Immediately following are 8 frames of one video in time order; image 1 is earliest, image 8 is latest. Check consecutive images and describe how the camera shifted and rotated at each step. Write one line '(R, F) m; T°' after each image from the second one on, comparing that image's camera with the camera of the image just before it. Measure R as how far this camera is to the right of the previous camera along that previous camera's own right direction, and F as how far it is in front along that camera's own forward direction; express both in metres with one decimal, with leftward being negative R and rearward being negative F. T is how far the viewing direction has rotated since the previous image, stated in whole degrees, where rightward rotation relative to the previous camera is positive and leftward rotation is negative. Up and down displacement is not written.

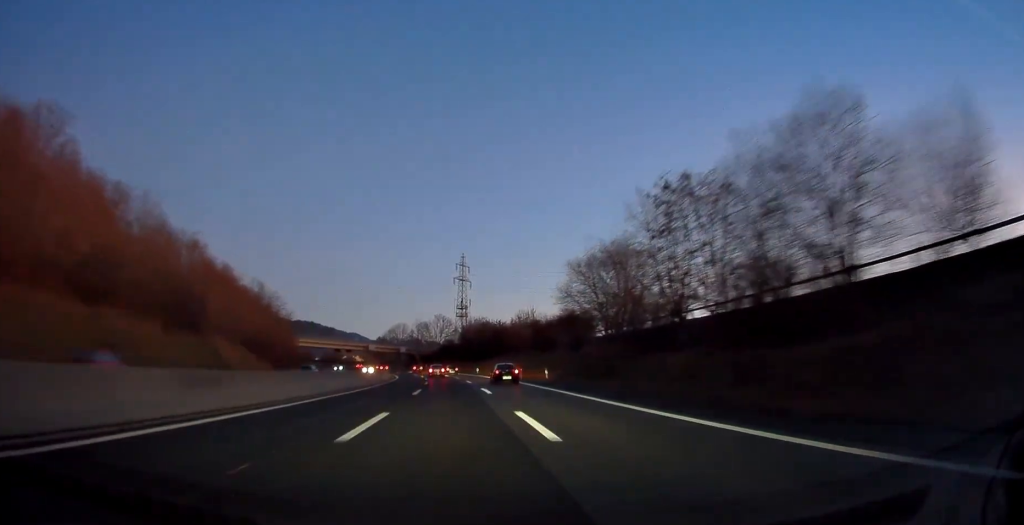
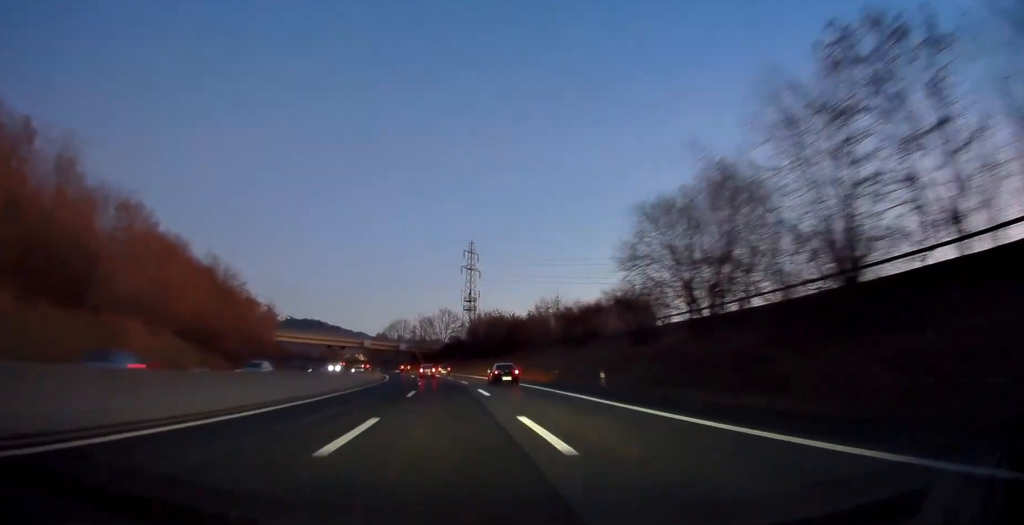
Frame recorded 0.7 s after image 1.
(0.0, +19.2) m; 0°
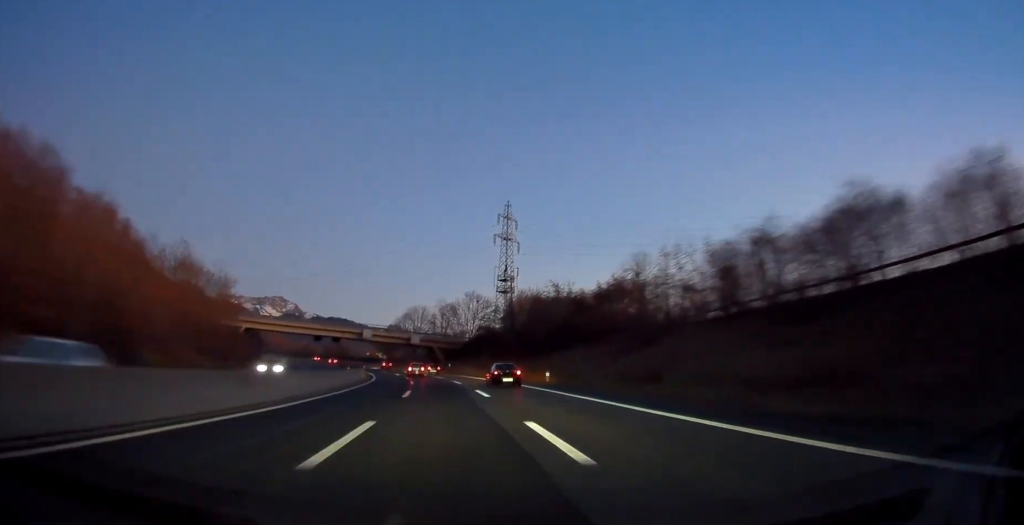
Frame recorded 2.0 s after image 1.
(0.0, +37.0) m; -1°
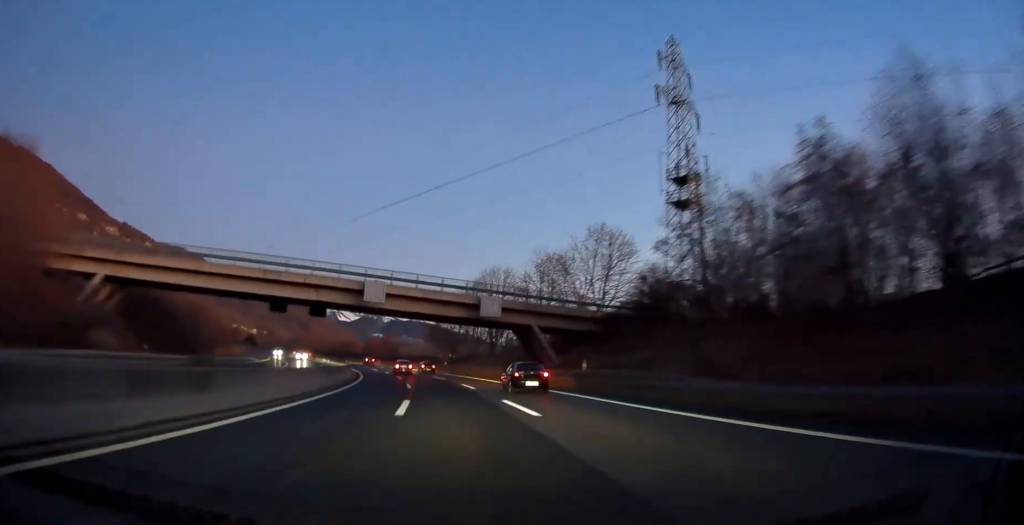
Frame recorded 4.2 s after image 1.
(-3.0, +63.8) m; -6°
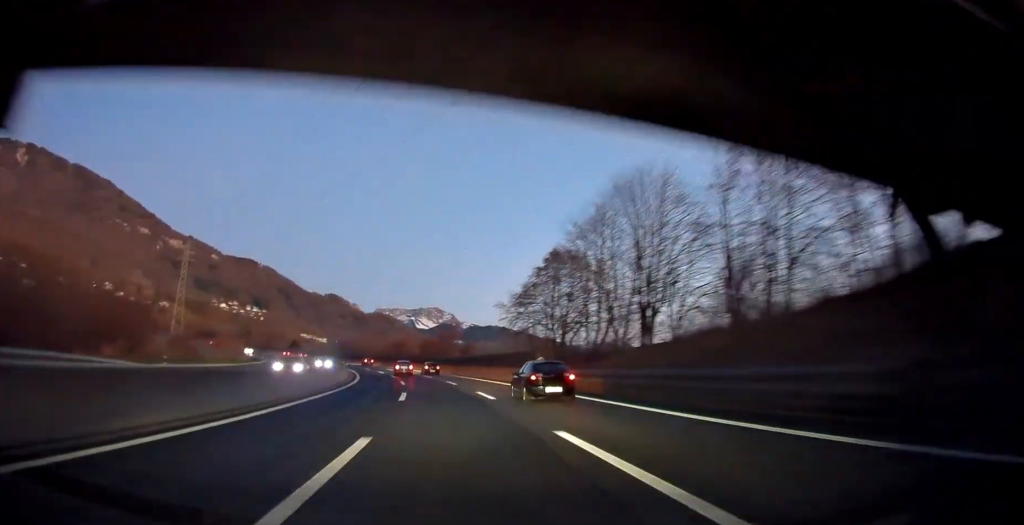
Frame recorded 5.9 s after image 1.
(-2.5, +47.9) m; -6°
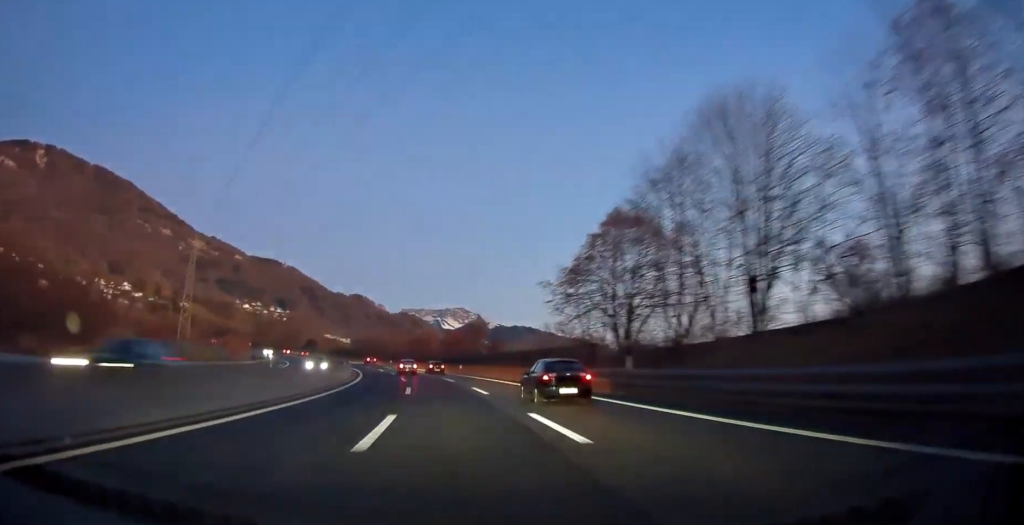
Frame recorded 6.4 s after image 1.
(+0.1, +13.5) m; -2°
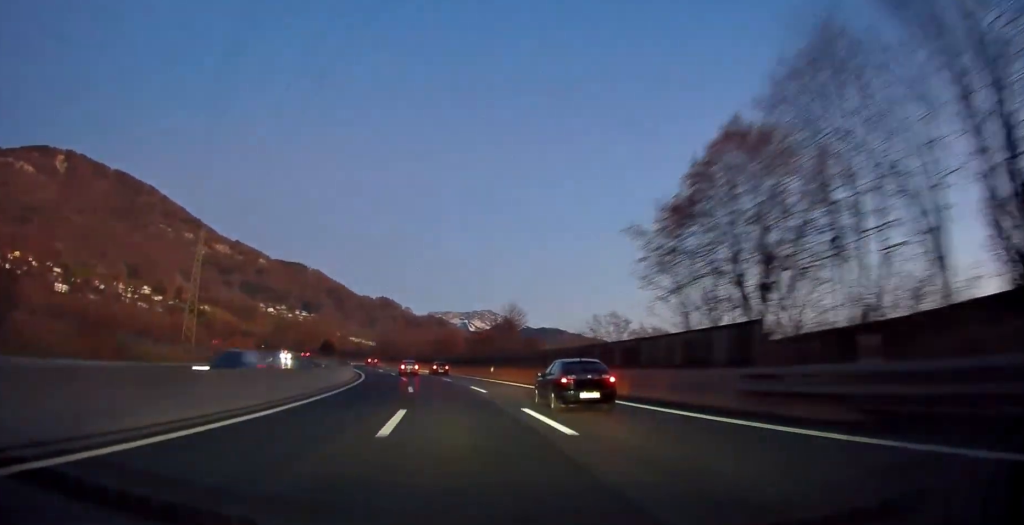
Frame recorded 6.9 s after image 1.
(-0.6, +16.1) m; -3°
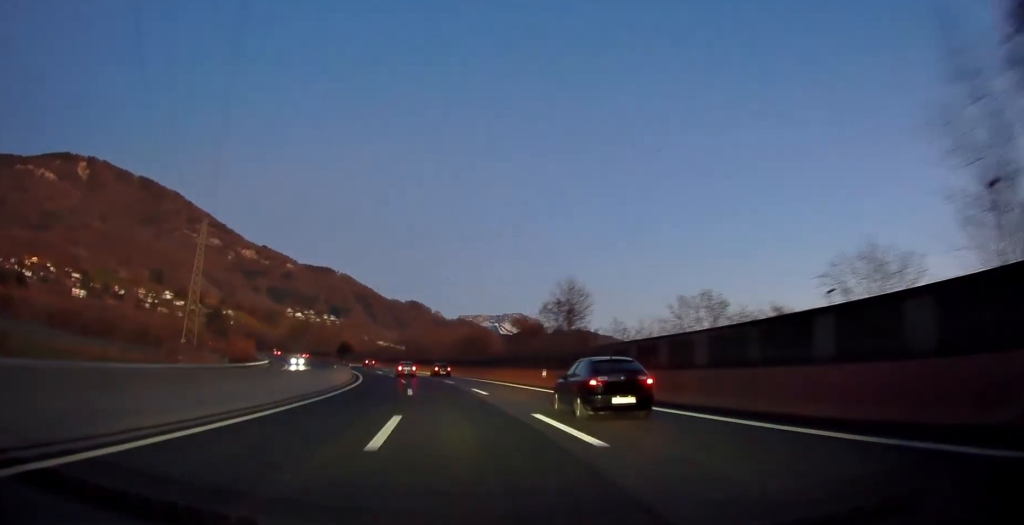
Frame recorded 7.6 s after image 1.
(-0.4, +18.9) m; -4°
